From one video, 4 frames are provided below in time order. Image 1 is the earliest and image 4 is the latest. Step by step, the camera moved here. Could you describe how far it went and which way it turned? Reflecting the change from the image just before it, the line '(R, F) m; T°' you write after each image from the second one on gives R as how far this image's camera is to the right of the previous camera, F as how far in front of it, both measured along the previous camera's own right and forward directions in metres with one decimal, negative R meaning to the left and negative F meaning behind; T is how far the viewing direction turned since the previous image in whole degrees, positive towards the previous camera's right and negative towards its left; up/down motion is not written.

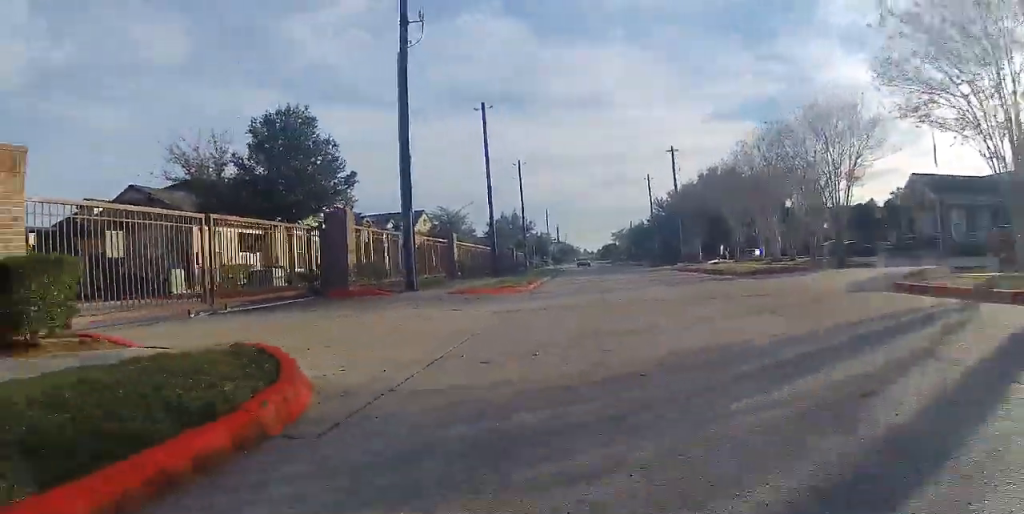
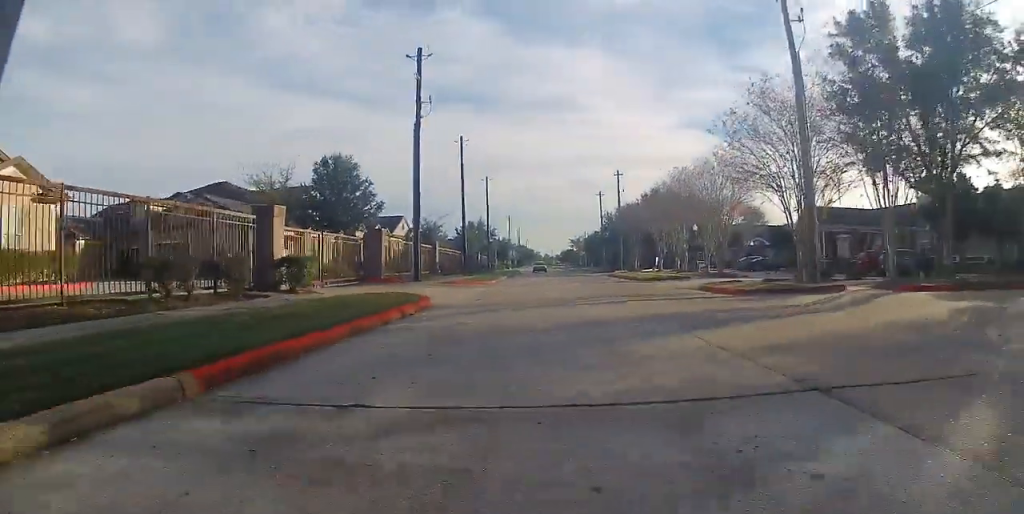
(0.0, +10.4) m; 0°
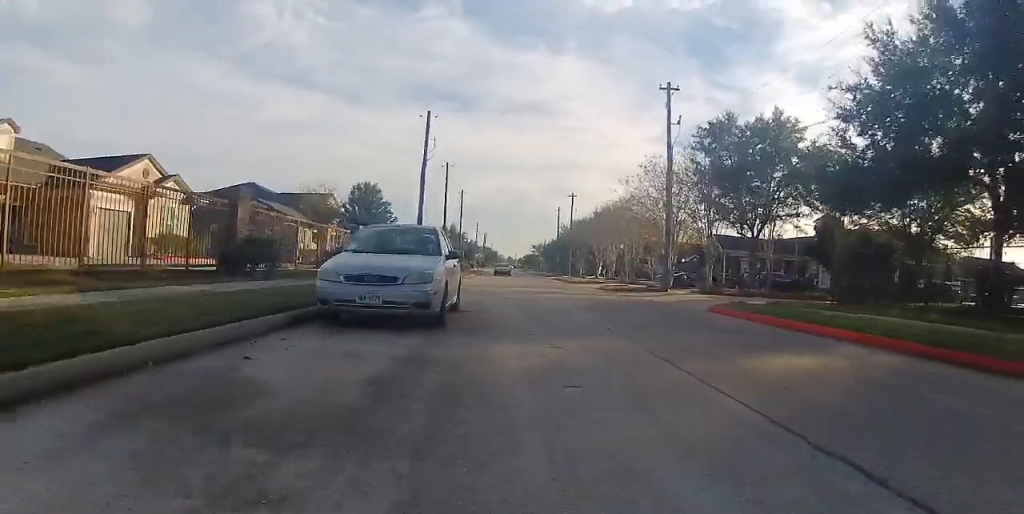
(+0.6, +13.1) m; +5°
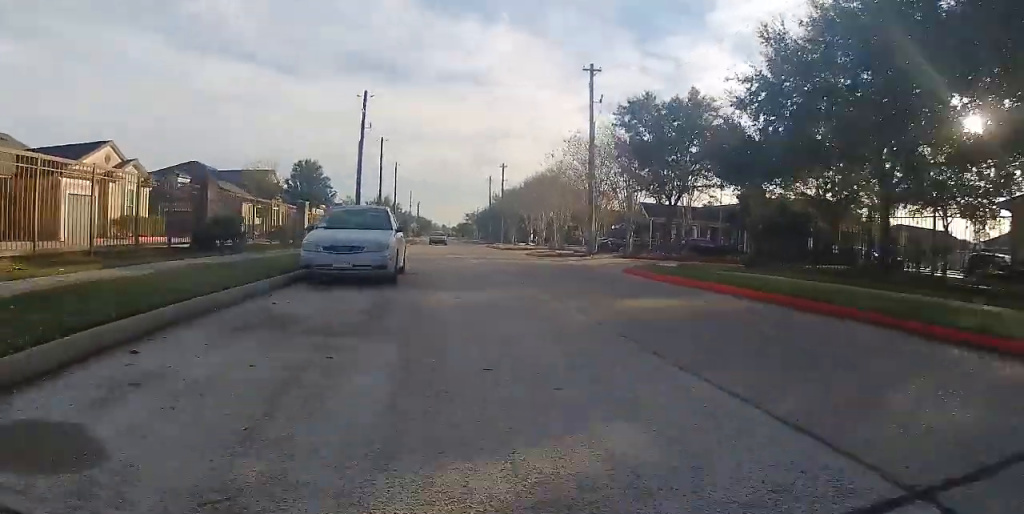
(0.0, +2.4) m; 0°
